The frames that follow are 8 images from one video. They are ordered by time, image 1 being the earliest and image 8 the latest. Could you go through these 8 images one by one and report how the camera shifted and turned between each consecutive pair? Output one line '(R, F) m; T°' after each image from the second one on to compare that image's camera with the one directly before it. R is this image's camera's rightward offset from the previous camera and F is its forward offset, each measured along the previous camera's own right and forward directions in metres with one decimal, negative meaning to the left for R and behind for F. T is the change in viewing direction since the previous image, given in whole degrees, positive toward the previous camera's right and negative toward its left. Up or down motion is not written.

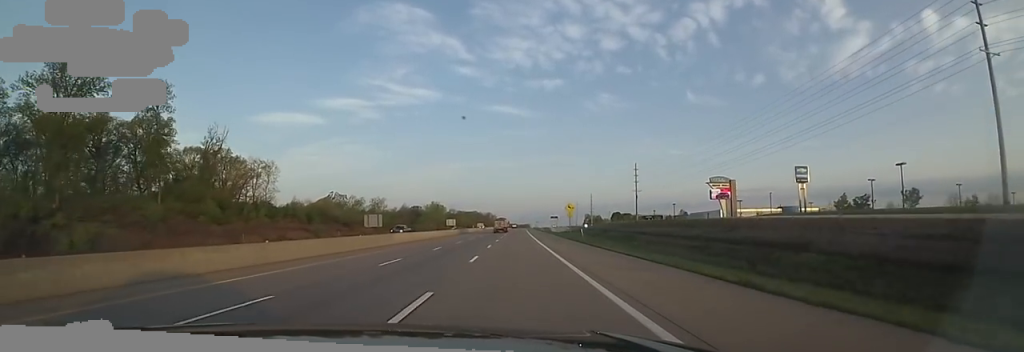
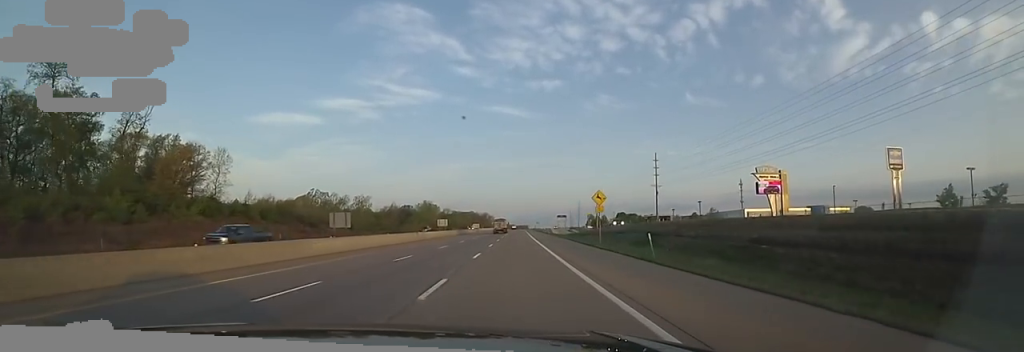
(-0.2, +21.7) m; +1°
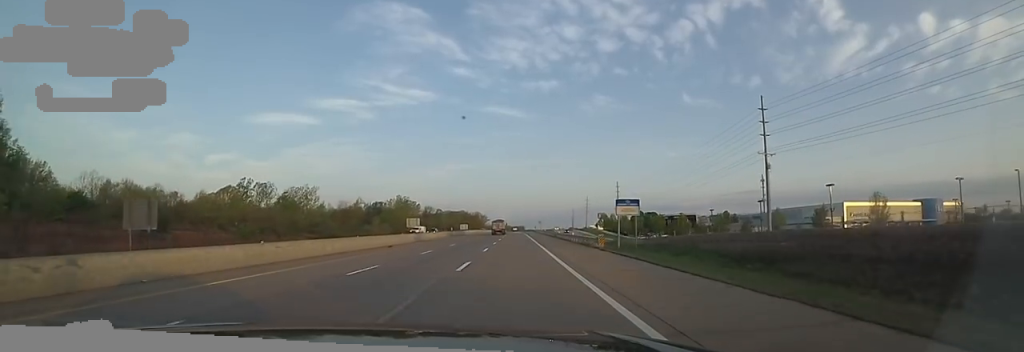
(+2.1, +55.6) m; +2°
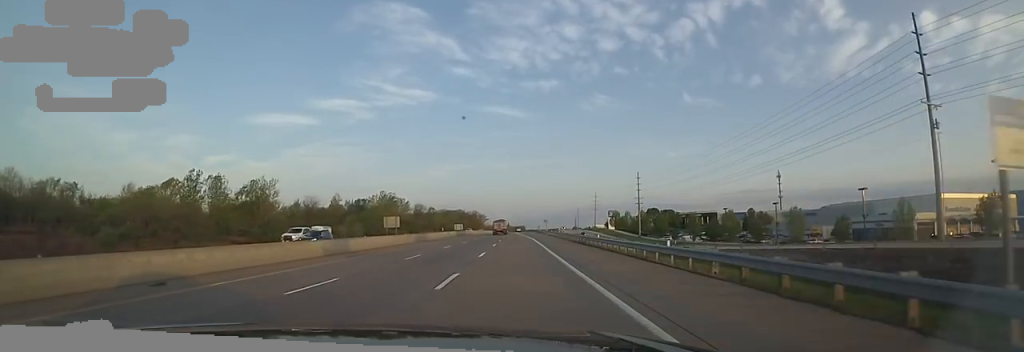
(-0.8, +30.0) m; -1°
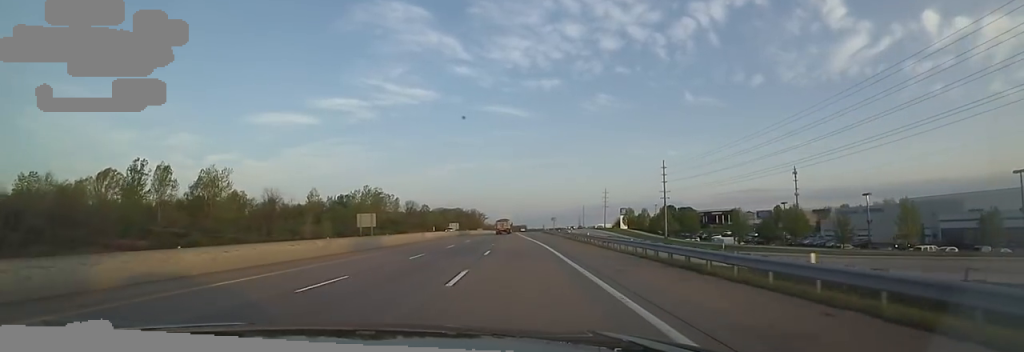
(+0.1, +24.7) m; +1°
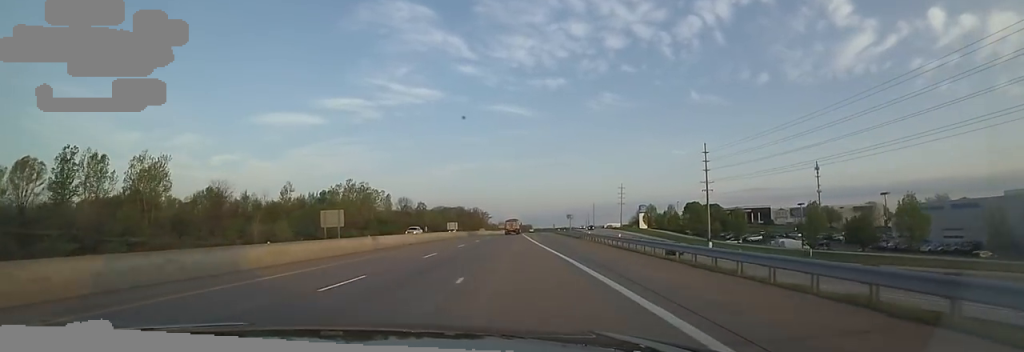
(+0.1, +24.8) m; +1°
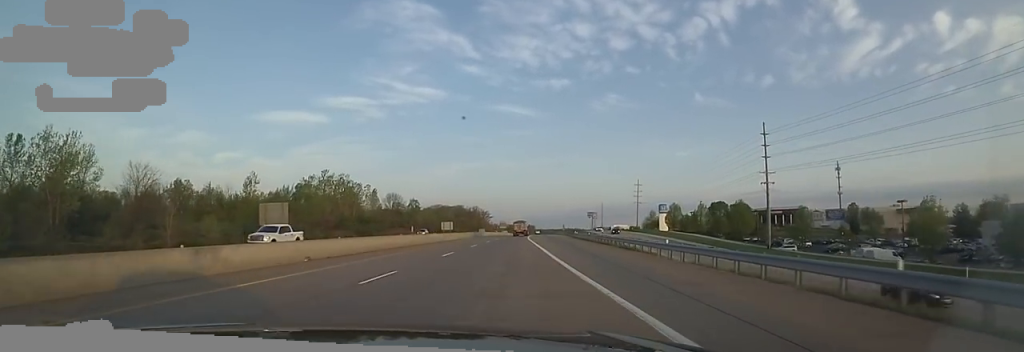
(+0.3, +23.4) m; -1°
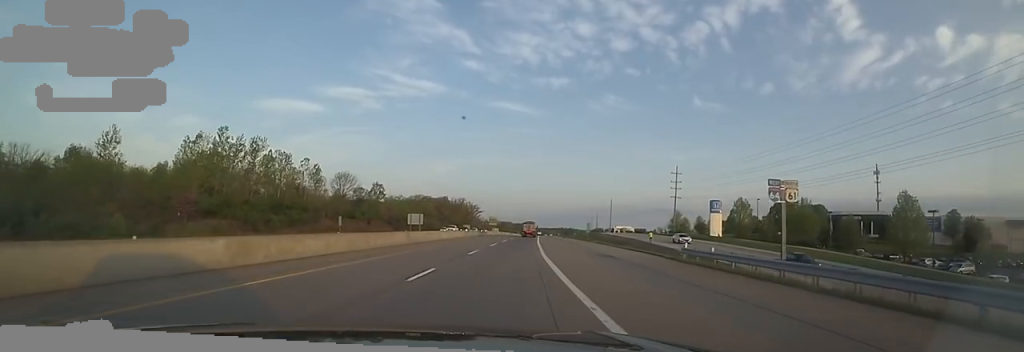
(-0.4, +48.1) m; +1°
